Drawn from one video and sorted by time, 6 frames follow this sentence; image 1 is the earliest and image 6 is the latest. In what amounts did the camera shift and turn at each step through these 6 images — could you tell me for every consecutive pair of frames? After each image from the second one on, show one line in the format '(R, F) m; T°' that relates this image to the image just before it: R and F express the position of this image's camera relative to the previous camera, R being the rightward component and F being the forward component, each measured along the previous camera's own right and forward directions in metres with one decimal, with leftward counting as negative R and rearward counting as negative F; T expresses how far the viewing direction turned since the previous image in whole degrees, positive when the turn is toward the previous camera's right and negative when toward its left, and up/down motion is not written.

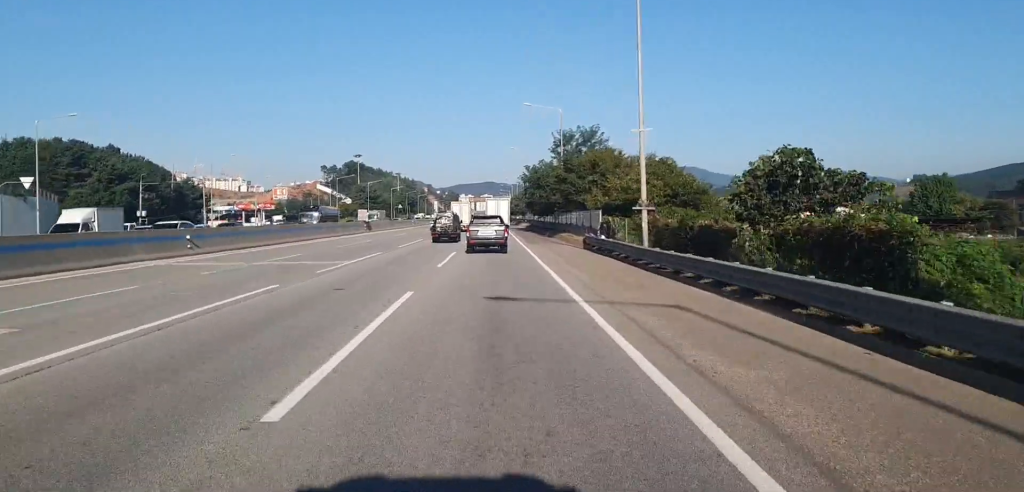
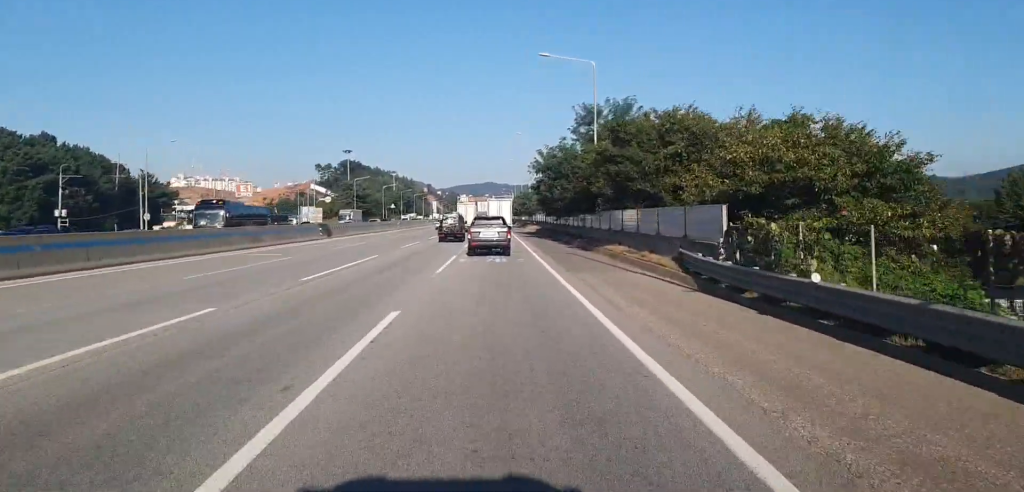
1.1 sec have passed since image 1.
(0.0, +23.1) m; 0°
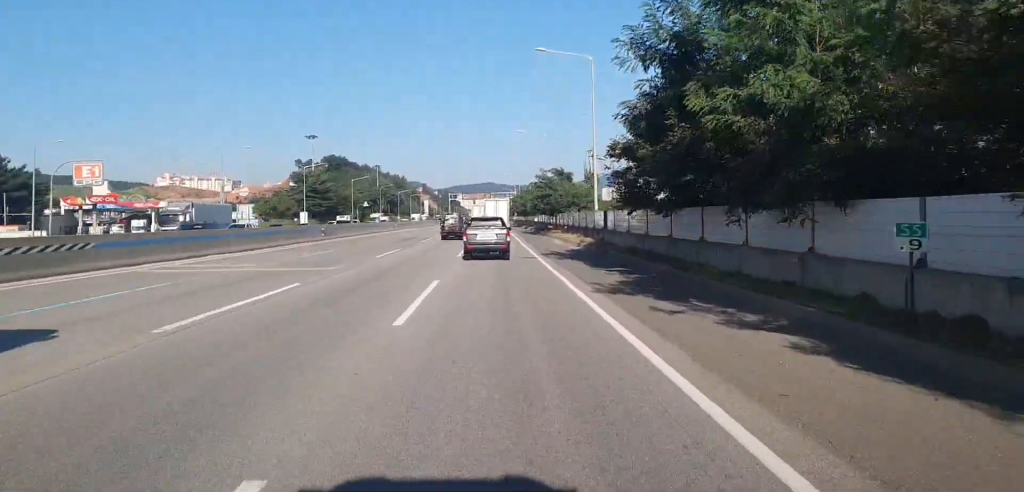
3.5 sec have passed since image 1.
(0.0, +49.4) m; 0°
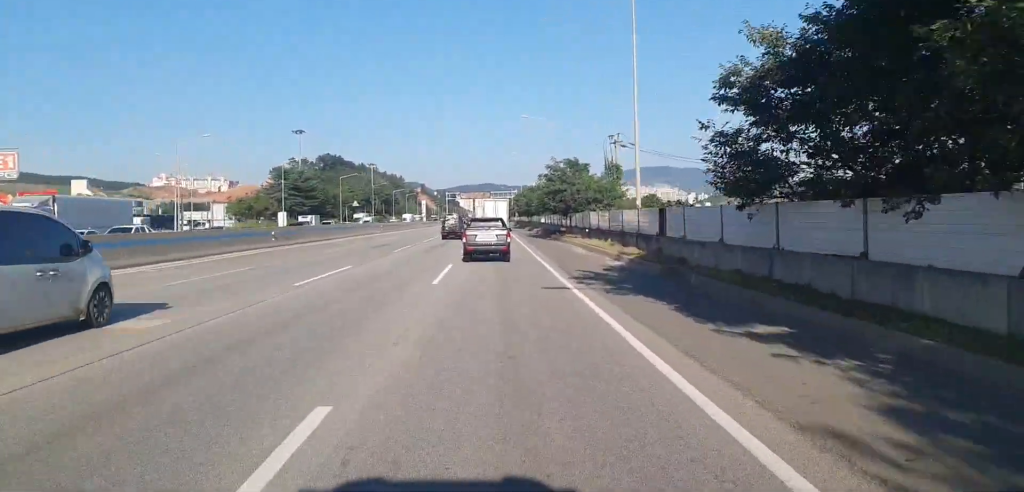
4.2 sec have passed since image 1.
(0.0, +14.5) m; 0°
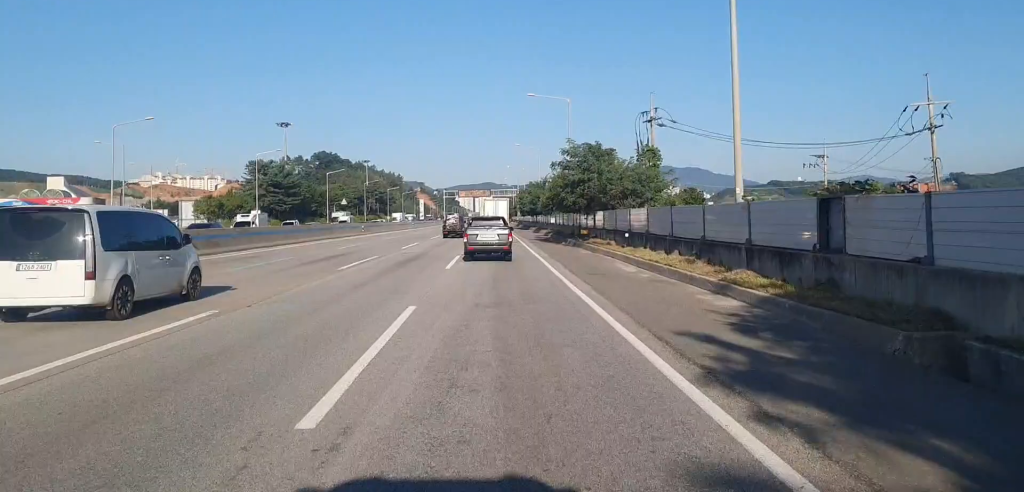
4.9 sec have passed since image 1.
(0.0, +14.4) m; -1°
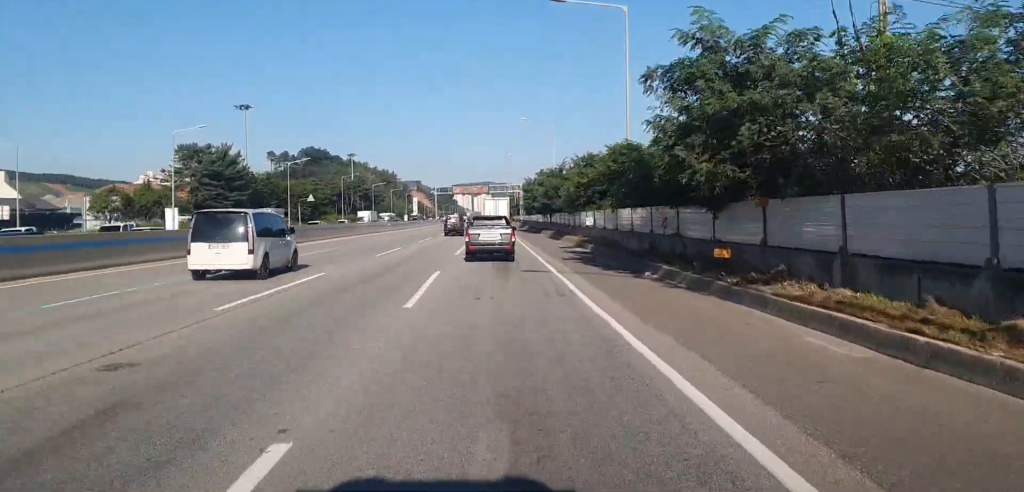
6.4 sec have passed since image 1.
(-0.6, +29.0) m; -1°
